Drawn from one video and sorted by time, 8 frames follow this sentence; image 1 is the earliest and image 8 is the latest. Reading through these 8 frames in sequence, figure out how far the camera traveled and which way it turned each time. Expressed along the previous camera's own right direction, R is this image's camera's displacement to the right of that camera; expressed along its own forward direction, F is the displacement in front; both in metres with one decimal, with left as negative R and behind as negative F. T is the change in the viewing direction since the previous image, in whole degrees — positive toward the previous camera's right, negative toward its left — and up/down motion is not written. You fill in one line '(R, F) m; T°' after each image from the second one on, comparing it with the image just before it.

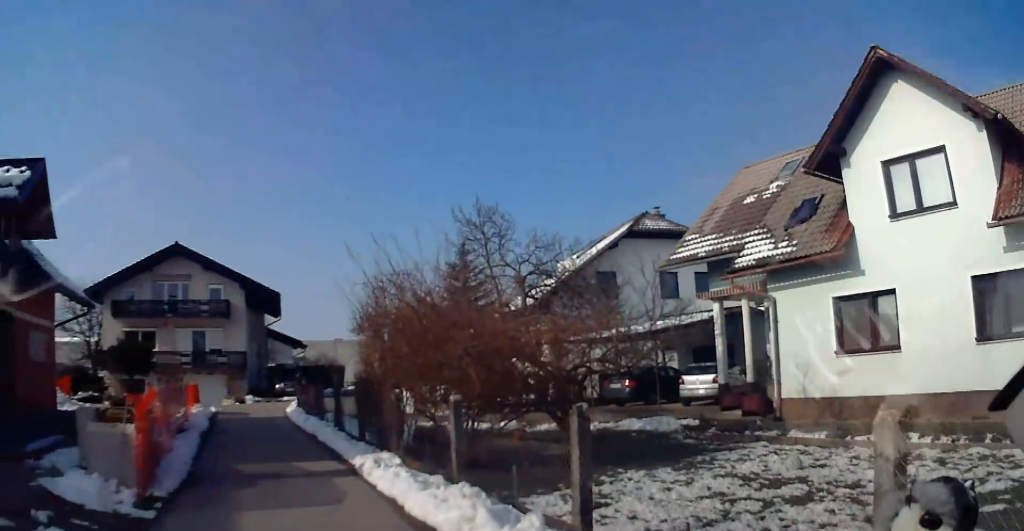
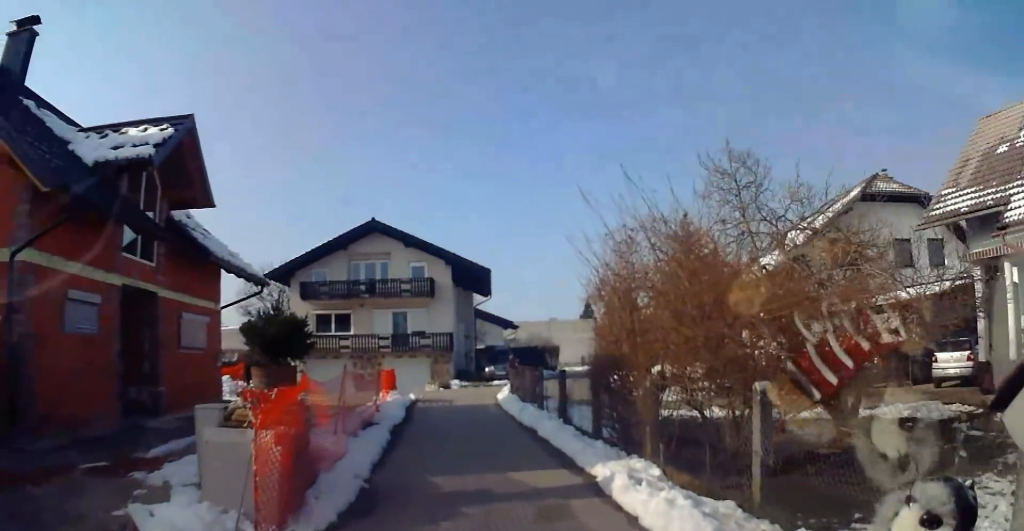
(-0.4, +2.6) m; -8°
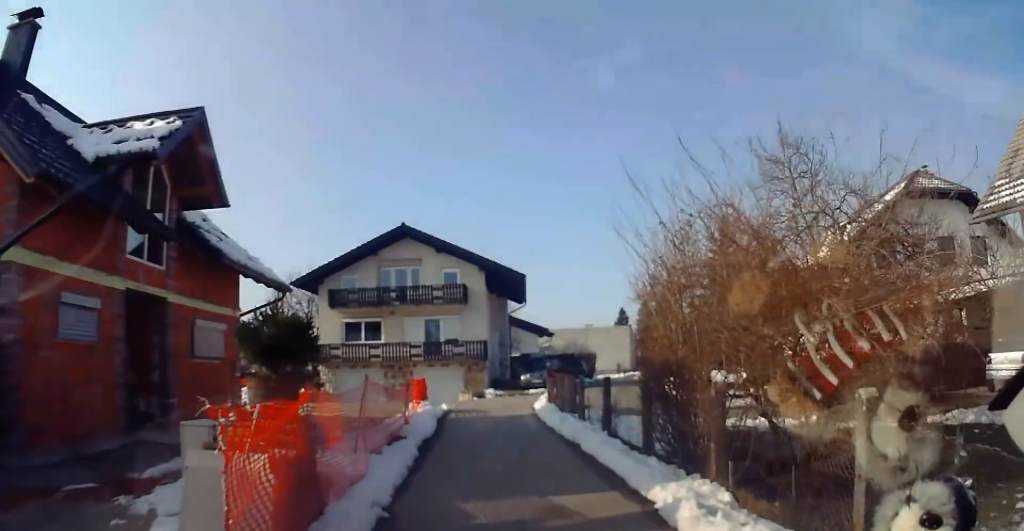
(+0.1, +1.2) m; +1°
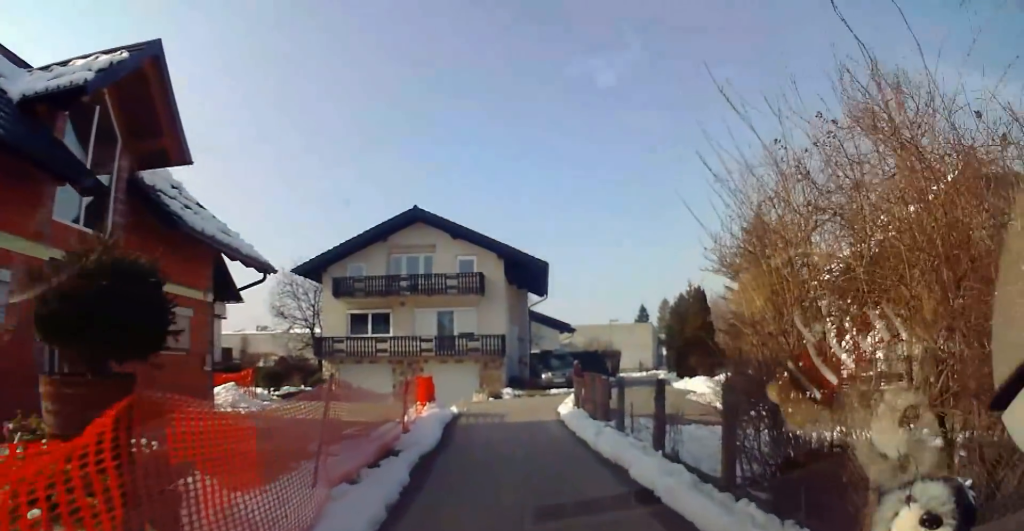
(-0.1, +3.1) m; 0°
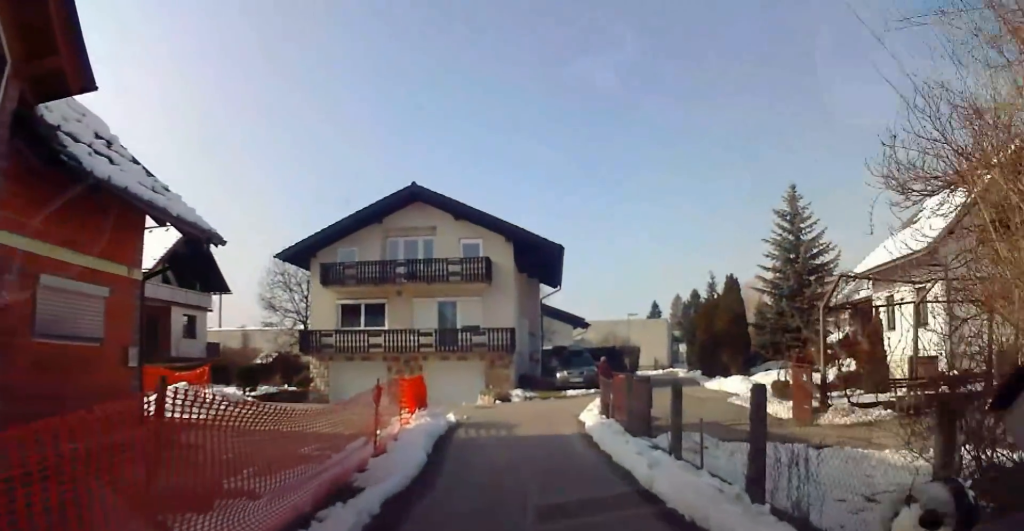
(+0.1, +3.4) m; +3°
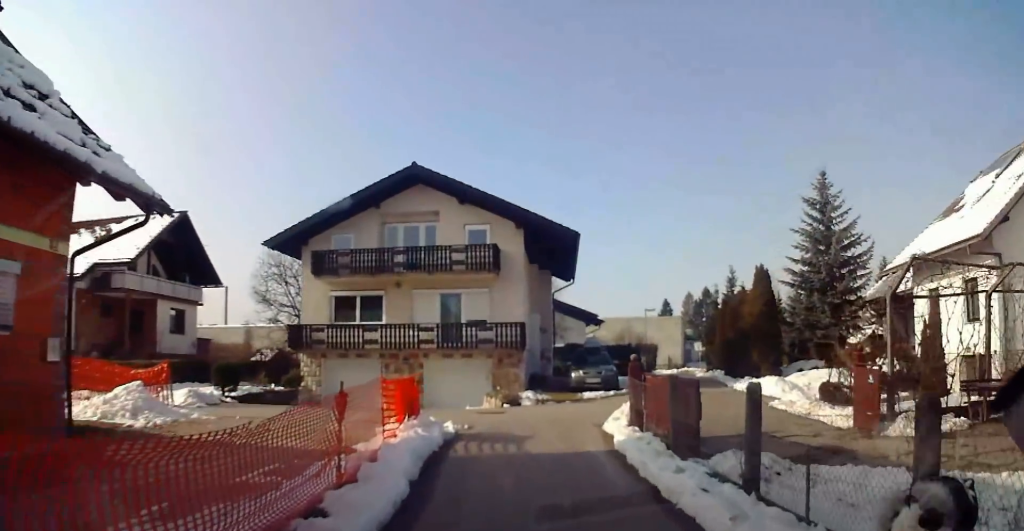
(0.0, +2.4) m; 0°
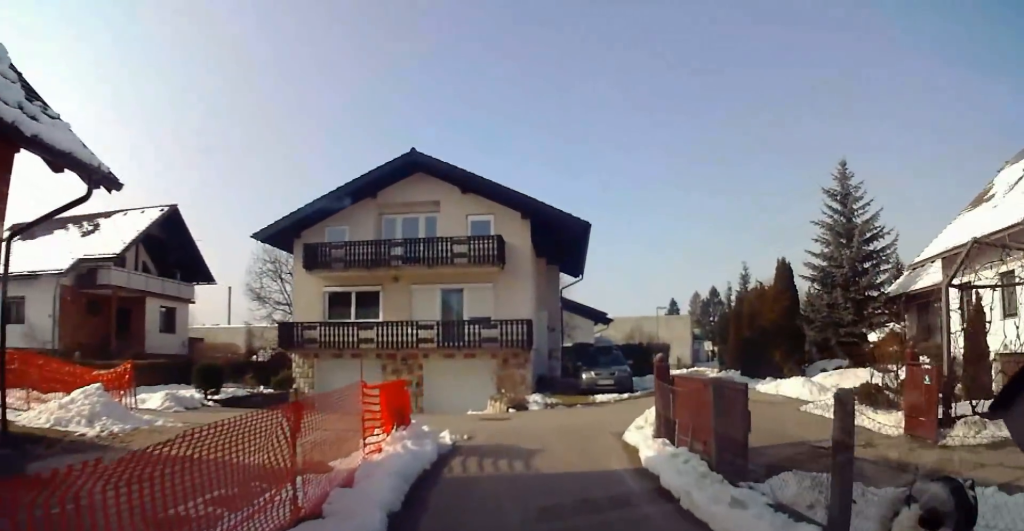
(0.0, +1.7) m; +1°
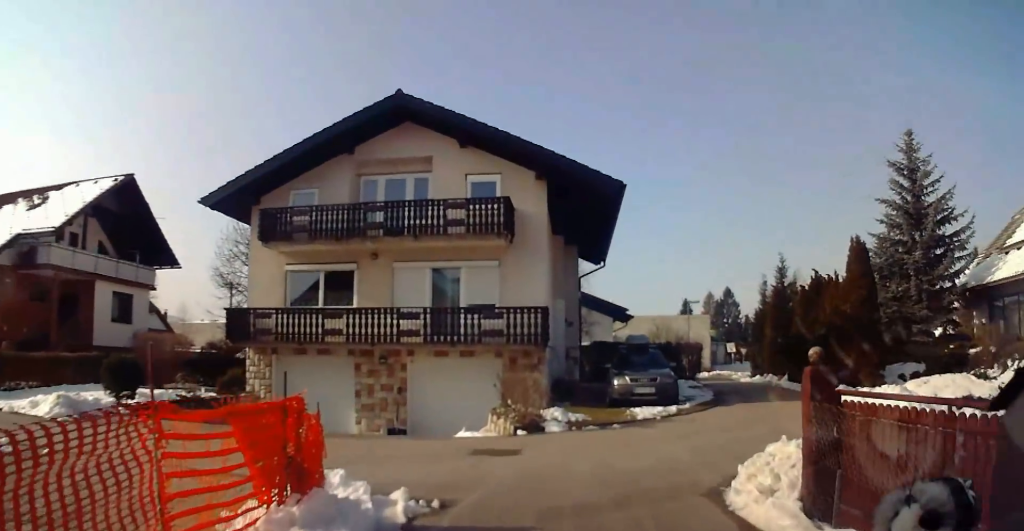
(+0.1, +5.6) m; +1°
